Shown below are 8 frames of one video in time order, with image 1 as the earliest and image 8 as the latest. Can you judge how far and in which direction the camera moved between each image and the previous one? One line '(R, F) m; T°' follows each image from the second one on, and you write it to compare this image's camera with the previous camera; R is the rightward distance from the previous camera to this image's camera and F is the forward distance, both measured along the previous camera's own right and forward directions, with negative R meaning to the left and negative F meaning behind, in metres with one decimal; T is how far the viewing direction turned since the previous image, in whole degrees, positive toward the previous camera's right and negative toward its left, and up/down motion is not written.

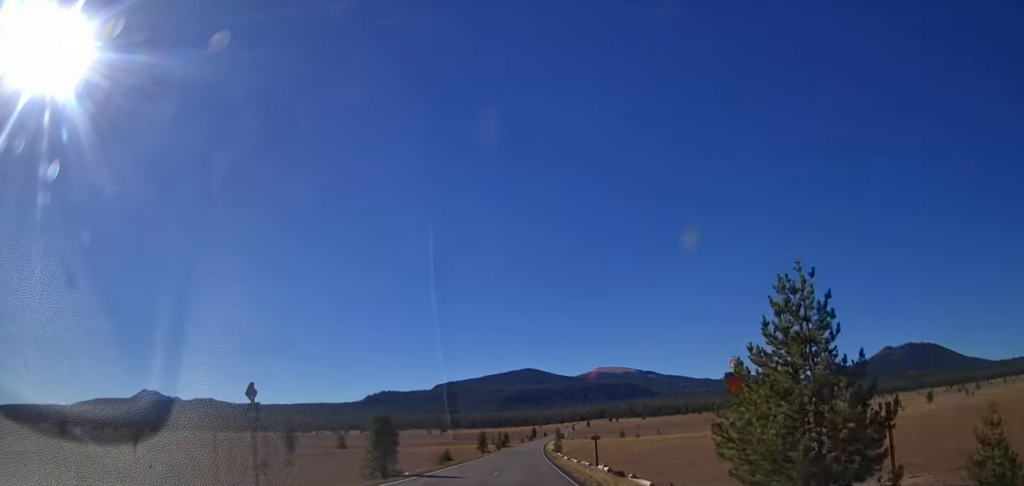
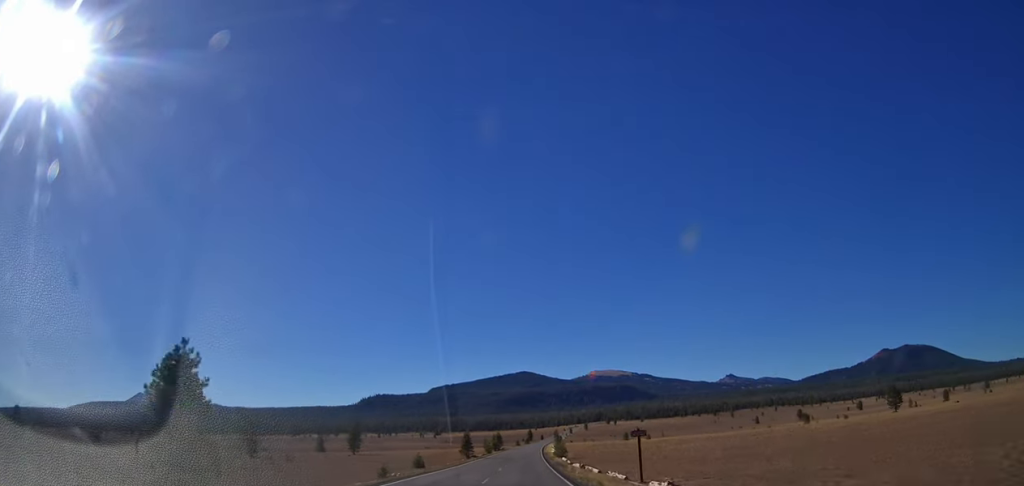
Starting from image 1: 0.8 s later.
(+0.6, +18.2) m; 0°
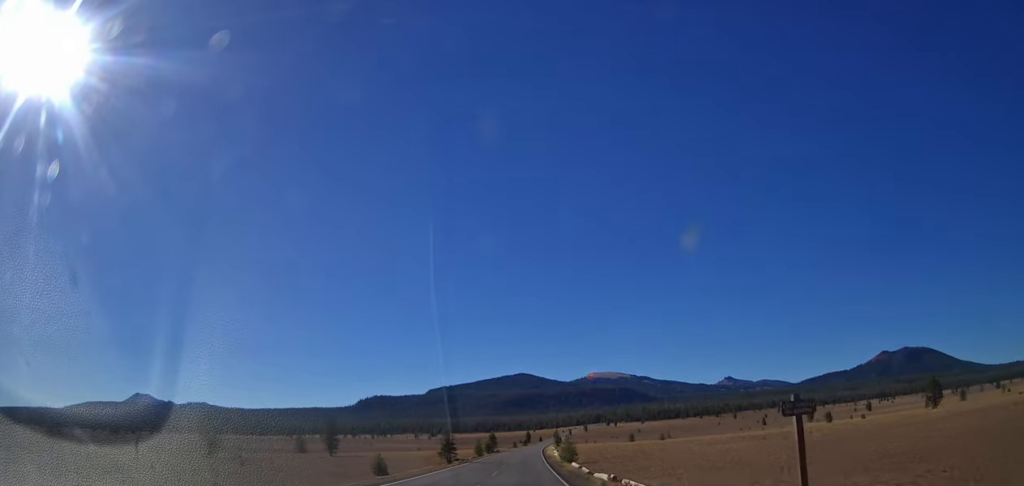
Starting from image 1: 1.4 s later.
(-0.5, +15.8) m; 0°
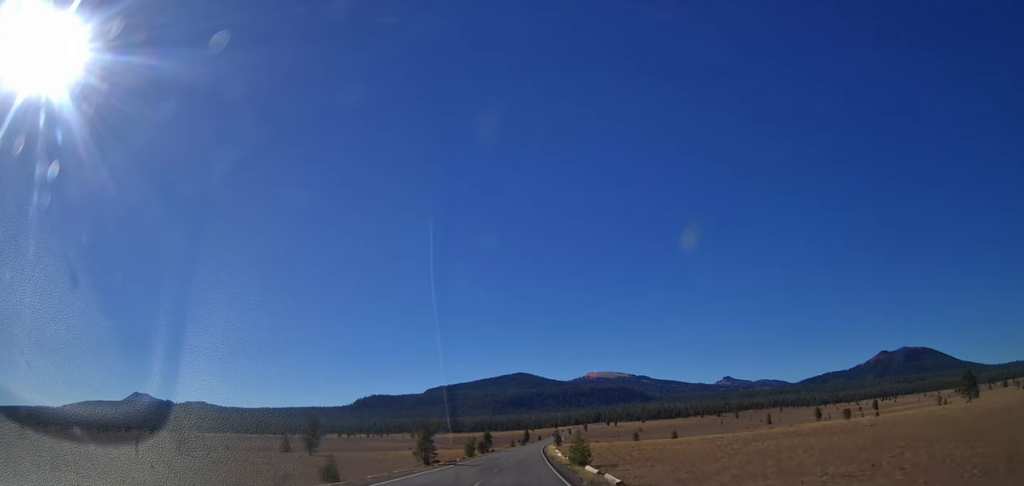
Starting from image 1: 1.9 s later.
(-0.2, +11.9) m; 0°
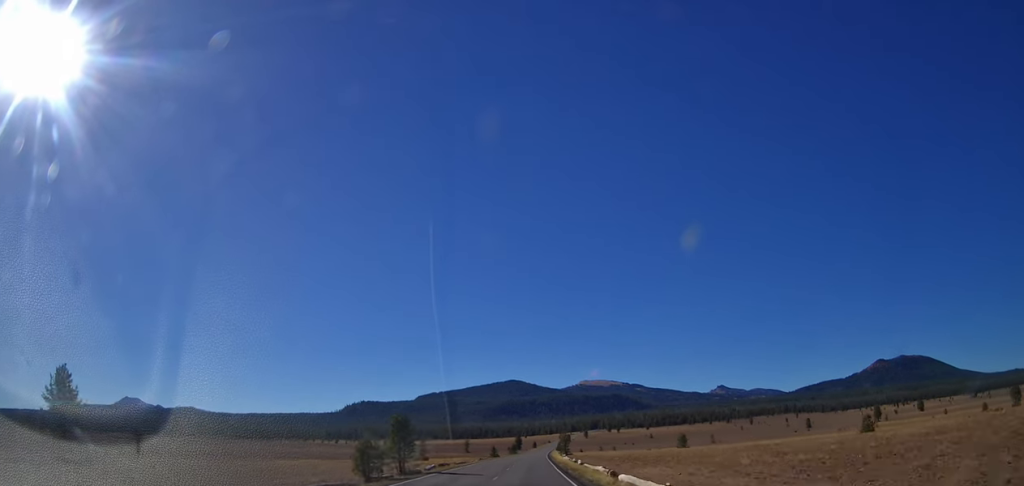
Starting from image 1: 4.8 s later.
(+1.4, +67.5) m; +2°
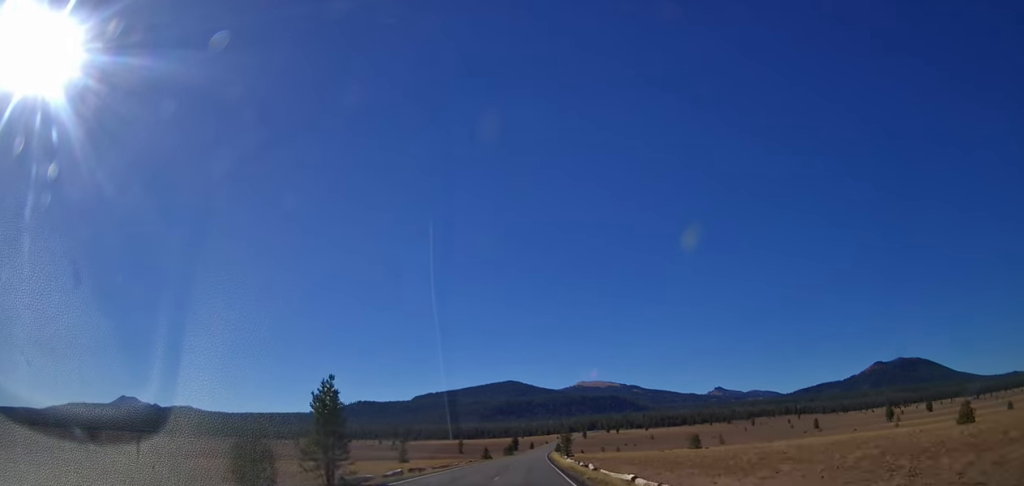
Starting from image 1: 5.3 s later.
(+0.1, +12.7) m; 0°
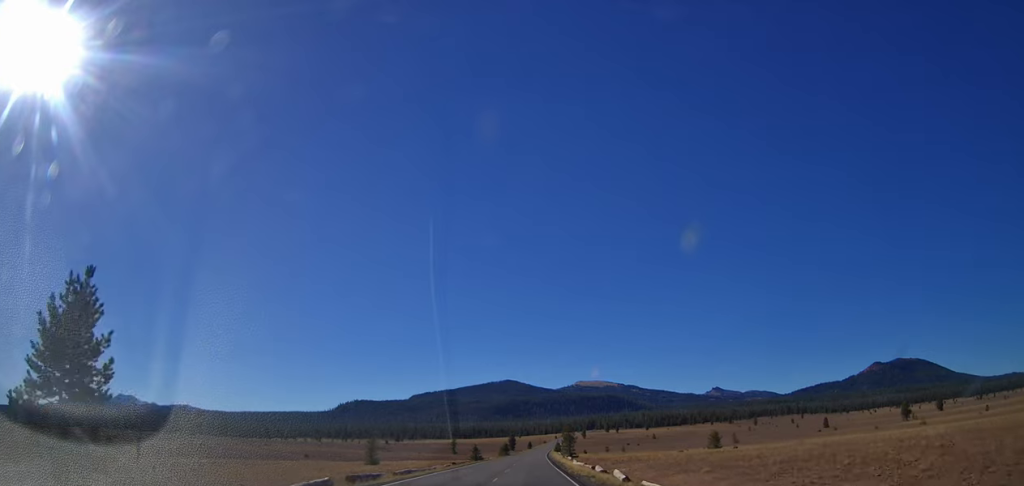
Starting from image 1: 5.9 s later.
(+0.1, +14.2) m; 0°
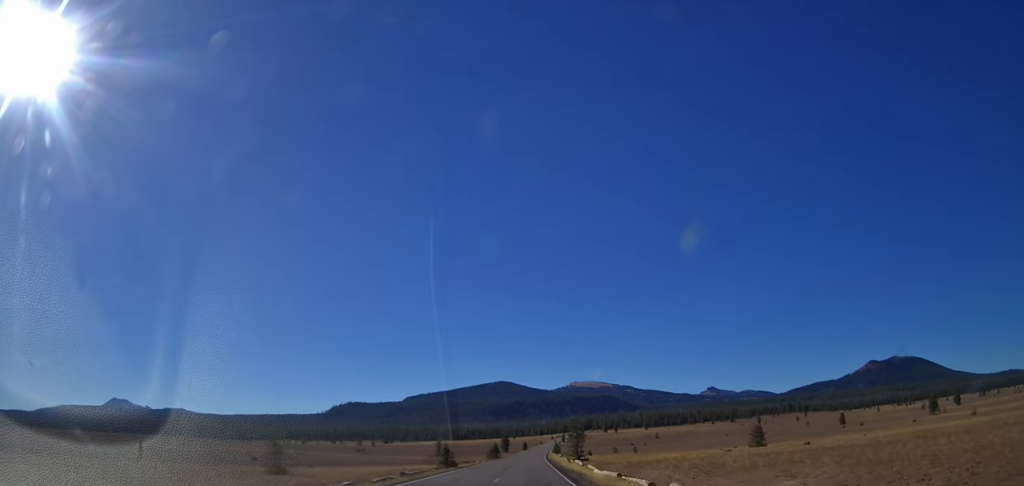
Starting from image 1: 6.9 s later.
(0.0, +22.7) m; -1°
